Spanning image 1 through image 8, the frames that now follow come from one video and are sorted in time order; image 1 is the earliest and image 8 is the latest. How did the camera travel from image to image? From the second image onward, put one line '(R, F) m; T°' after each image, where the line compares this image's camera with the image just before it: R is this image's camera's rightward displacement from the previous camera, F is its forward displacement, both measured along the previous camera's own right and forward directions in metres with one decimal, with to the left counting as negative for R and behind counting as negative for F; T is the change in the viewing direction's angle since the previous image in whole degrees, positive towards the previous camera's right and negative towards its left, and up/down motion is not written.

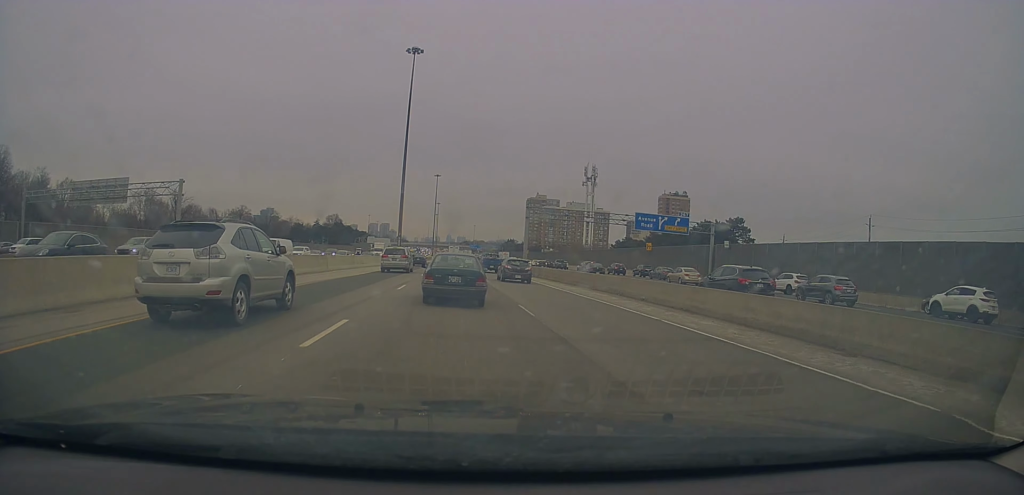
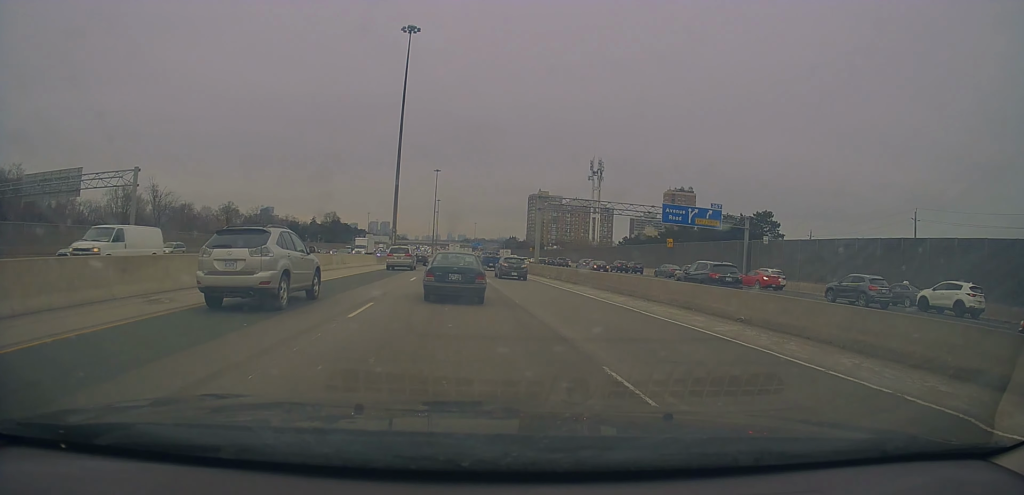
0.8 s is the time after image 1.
(+0.1, +8.5) m; -3°
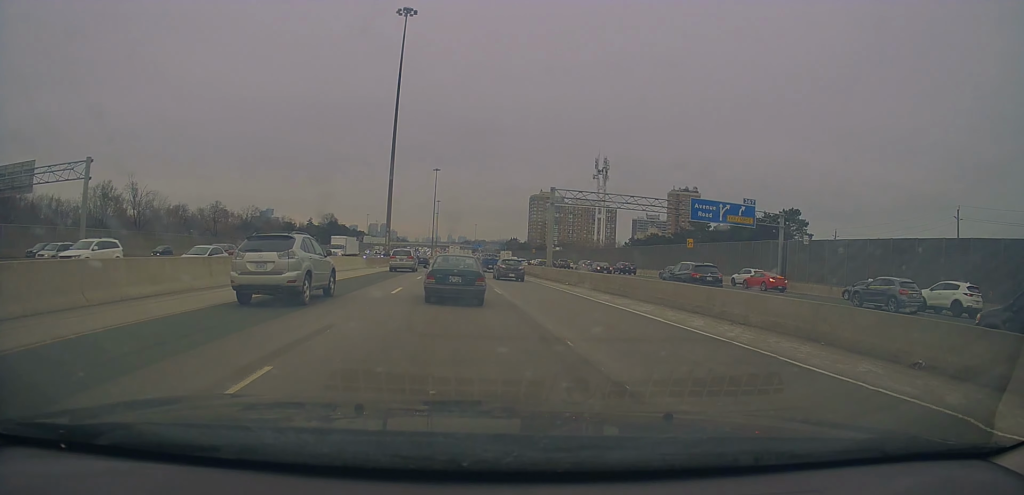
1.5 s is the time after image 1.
(-0.4, +6.8) m; +2°
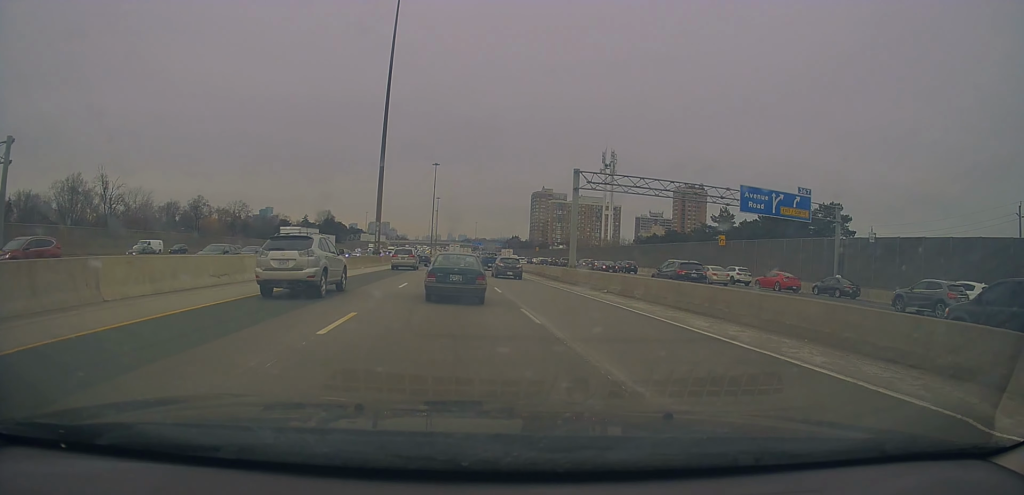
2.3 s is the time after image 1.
(+0.3, +8.7) m; 0°
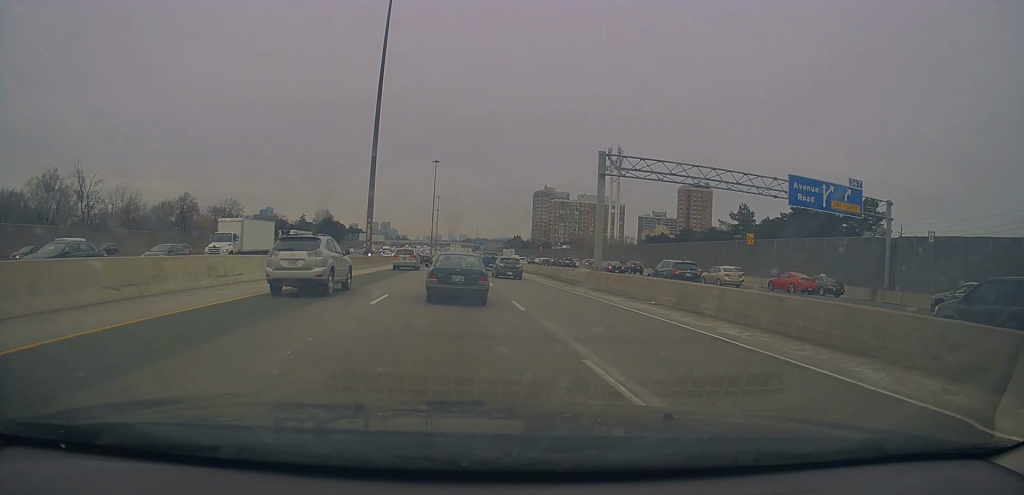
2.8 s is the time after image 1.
(+0.6, +6.2) m; -1°
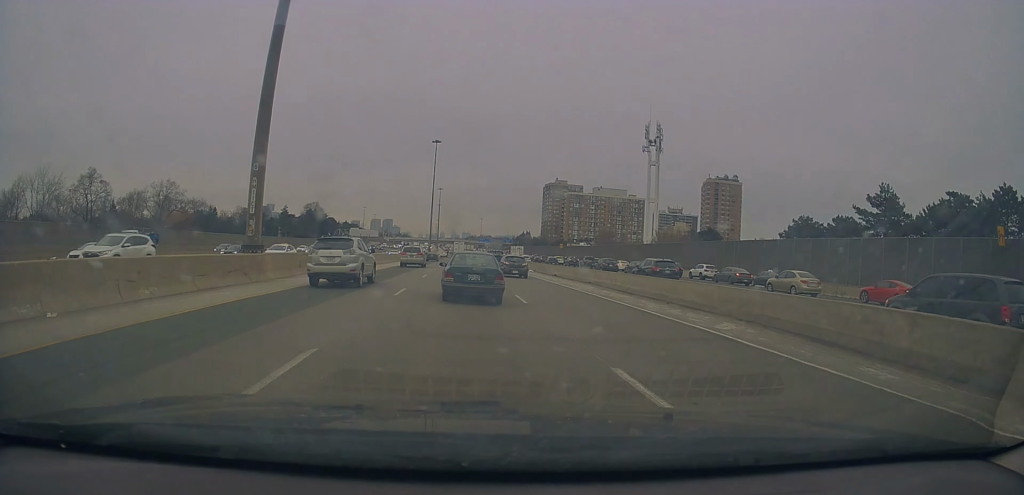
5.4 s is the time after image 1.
(-0.8, +32.2) m; +1°
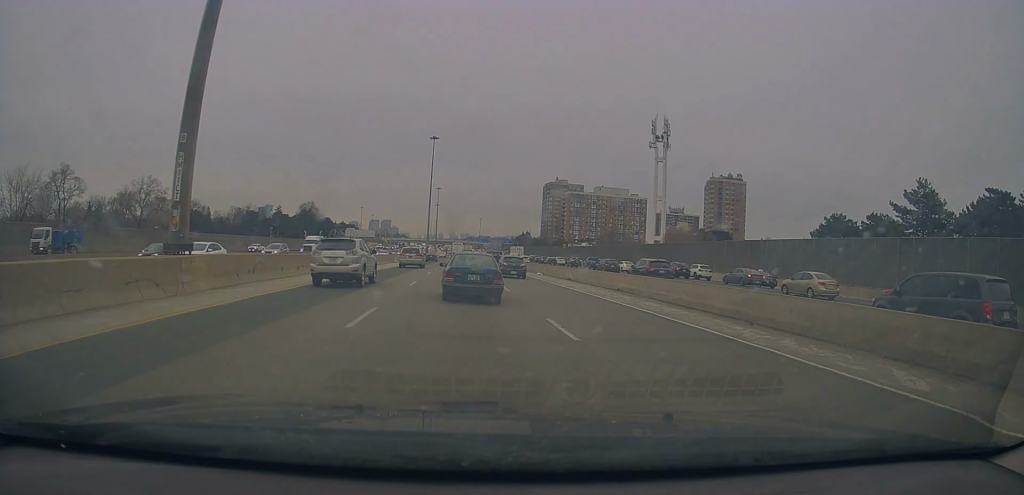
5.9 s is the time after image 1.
(+0.1, +6.8) m; 0°
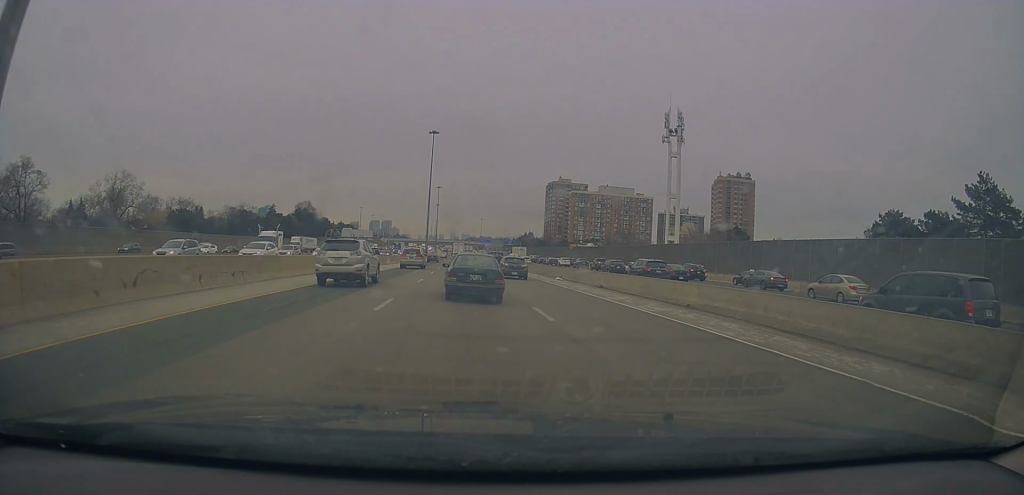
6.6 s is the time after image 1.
(-0.3, +9.5) m; -1°
